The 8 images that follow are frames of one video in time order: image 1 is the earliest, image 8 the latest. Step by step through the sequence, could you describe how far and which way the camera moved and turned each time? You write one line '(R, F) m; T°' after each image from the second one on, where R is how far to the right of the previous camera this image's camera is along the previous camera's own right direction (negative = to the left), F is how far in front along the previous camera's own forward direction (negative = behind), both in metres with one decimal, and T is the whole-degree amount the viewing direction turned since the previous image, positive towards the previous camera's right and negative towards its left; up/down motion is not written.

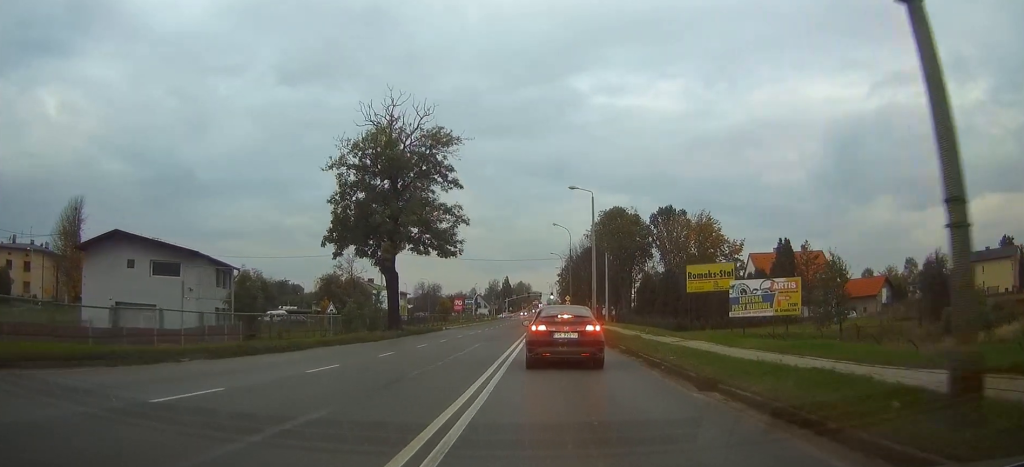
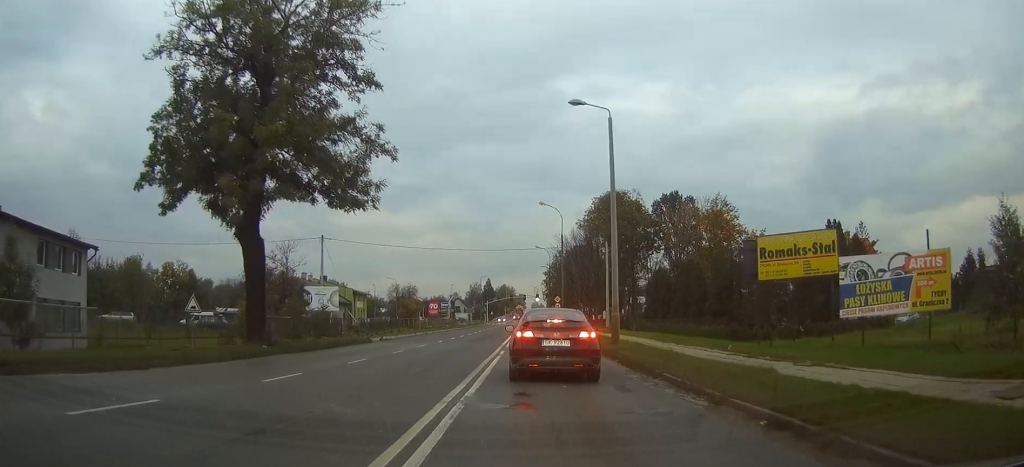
(0.0, +20.1) m; 0°
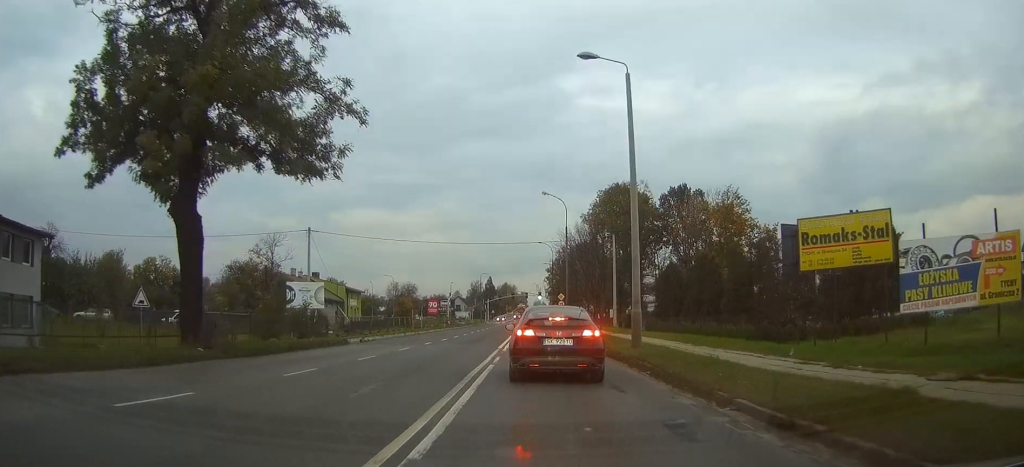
(0.0, +4.9) m; 0°
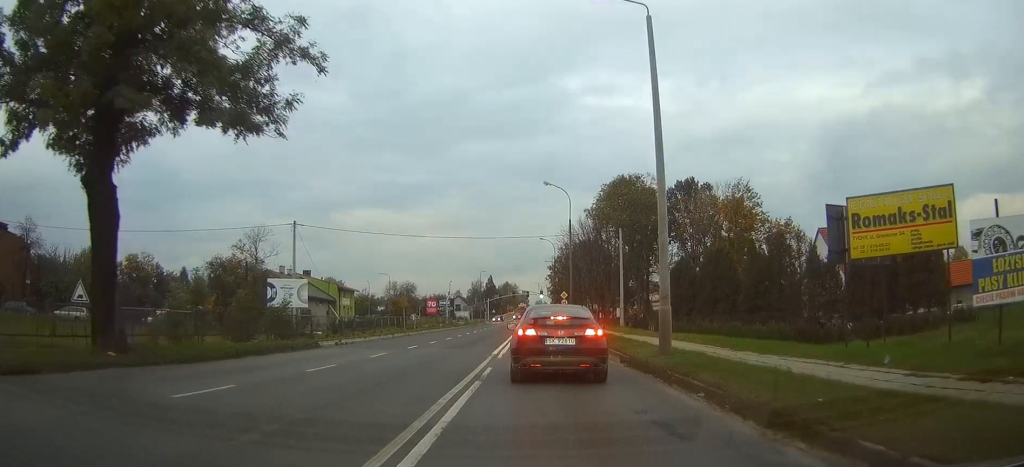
(0.0, +4.5) m; 0°
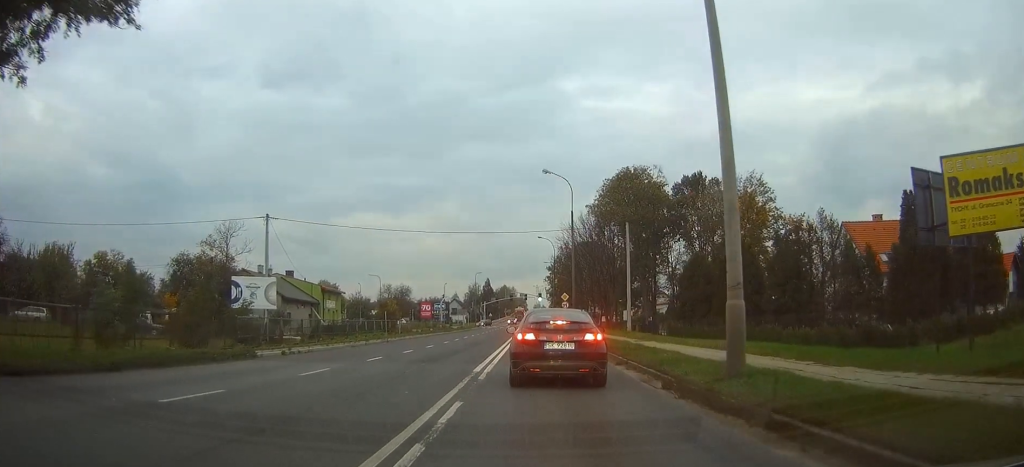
(0.0, +6.5) m; 0°
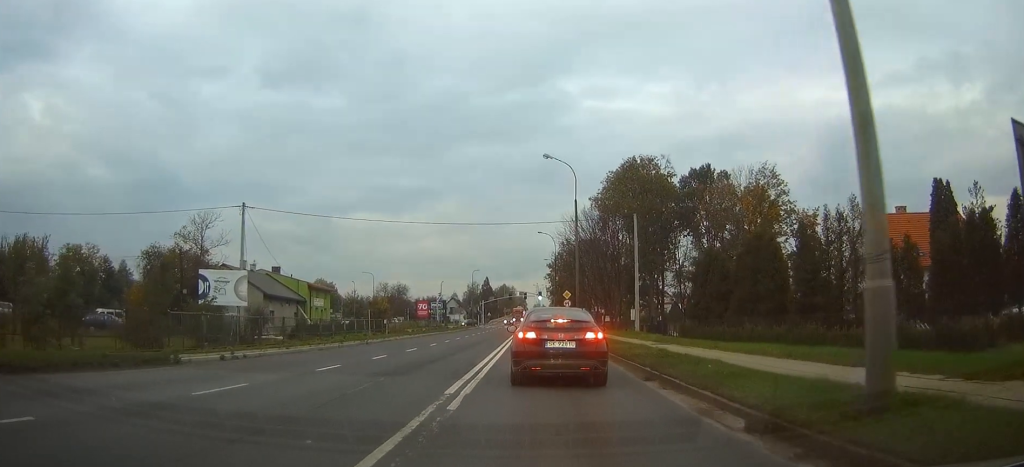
(0.0, +5.0) m; 0°
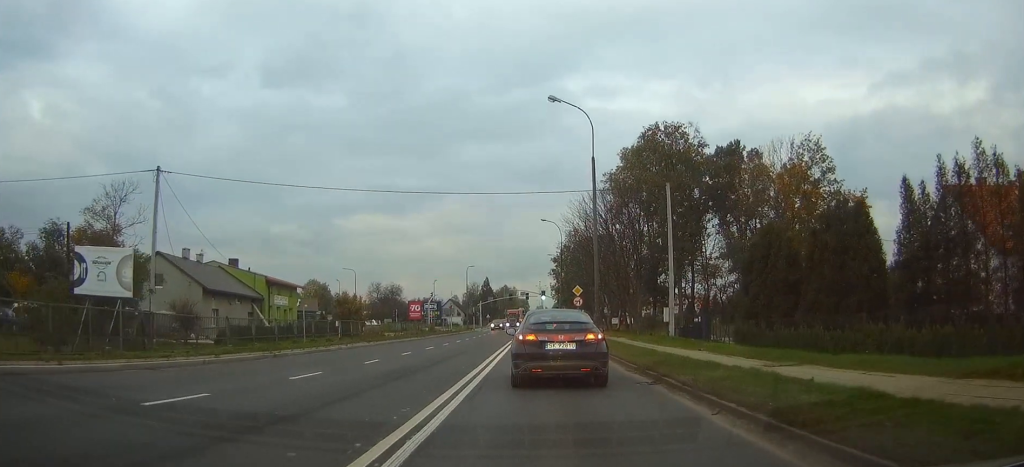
(-0.1, +13.0) m; 0°
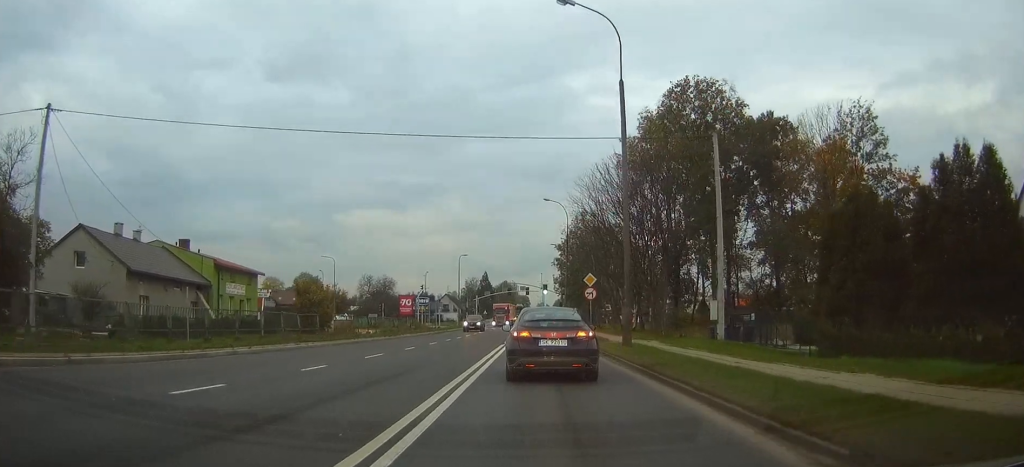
(+0.1, +11.0) m; 0°
